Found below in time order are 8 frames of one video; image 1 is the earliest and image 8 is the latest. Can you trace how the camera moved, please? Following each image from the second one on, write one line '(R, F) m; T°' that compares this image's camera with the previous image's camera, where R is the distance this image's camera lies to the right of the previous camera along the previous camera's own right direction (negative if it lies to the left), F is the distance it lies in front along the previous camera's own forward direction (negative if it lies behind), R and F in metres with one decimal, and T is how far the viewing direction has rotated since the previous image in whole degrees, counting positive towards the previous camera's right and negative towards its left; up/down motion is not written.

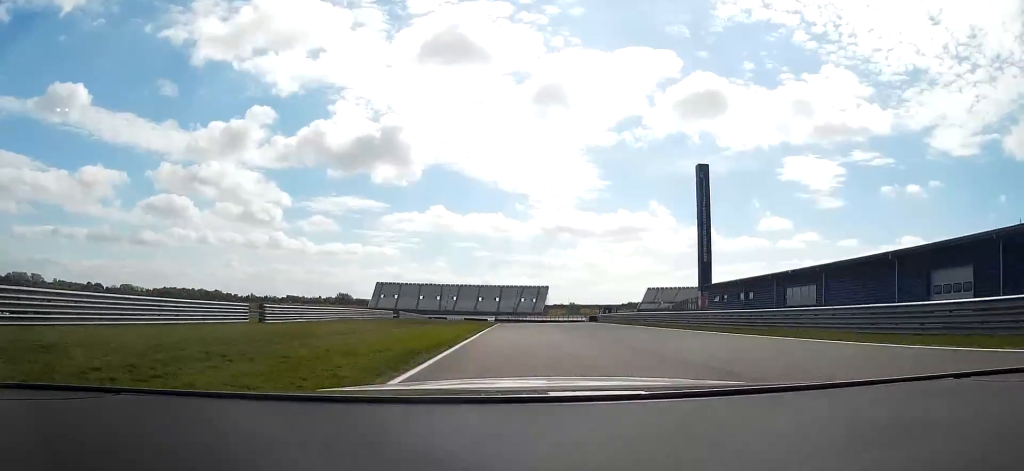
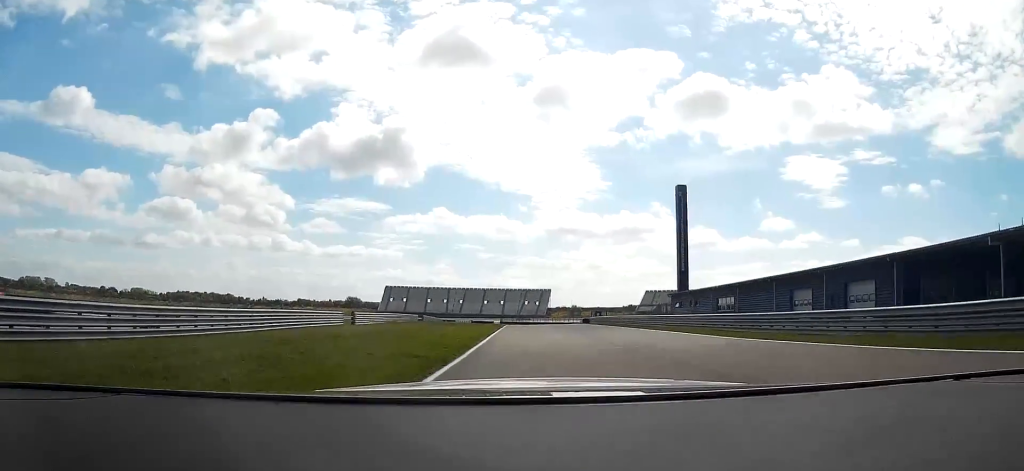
(-0.2, +20.8) m; -1°
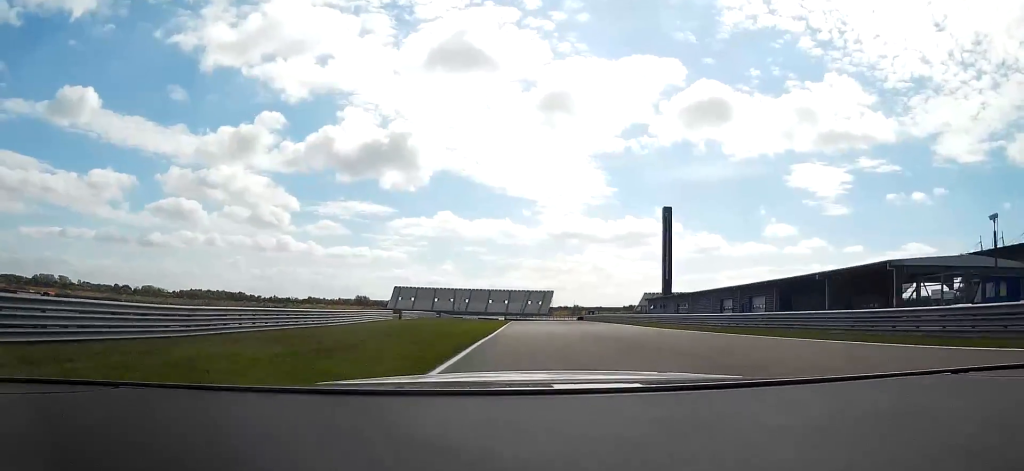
(-0.1, +20.7) m; 0°
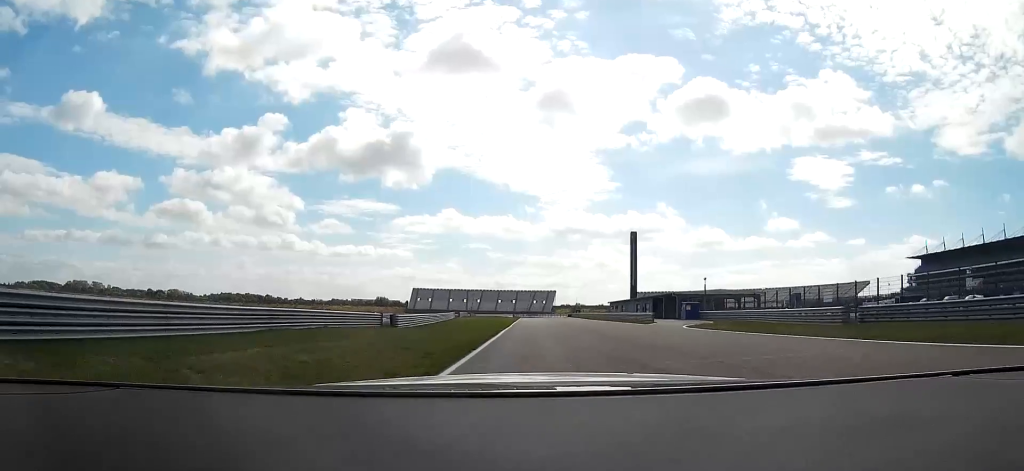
(0.0, +63.7) m; 0°
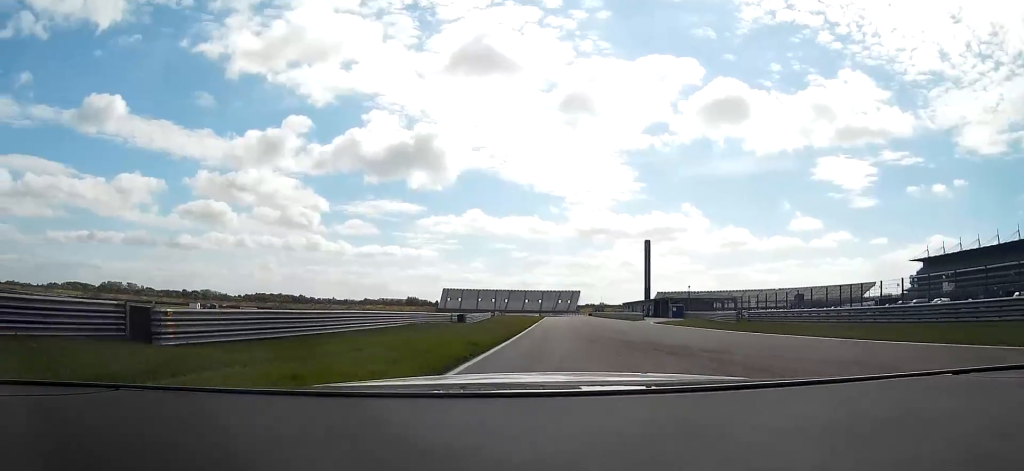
(-0.3, +29.1) m; -5°
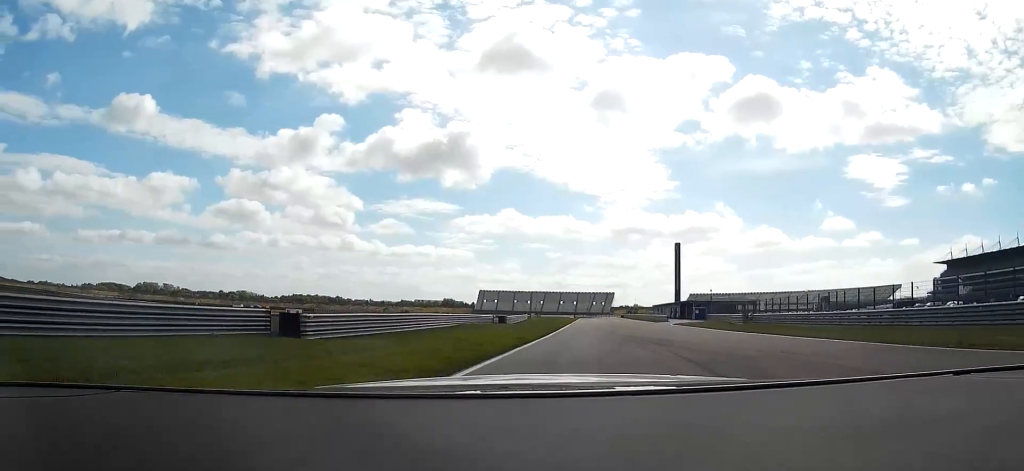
(+0.6, +10.8) m; -4°
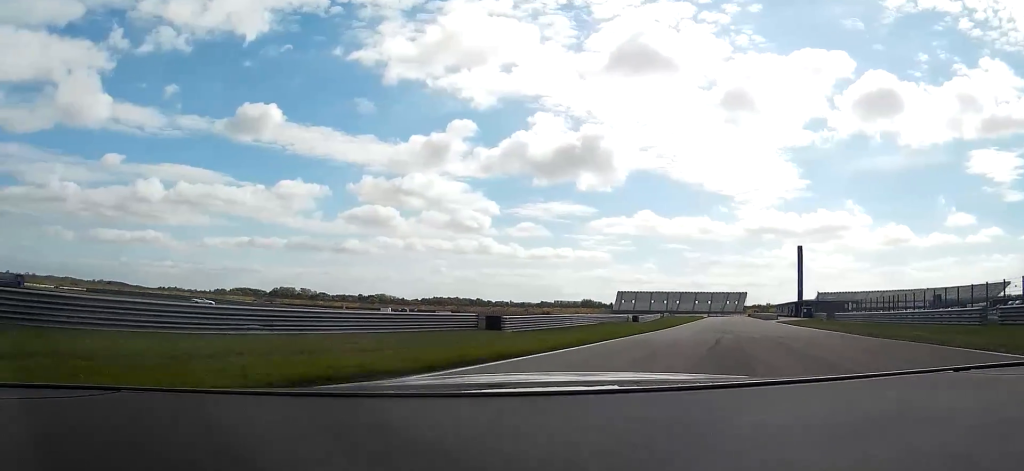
(-2.3, +18.1) m; -19°
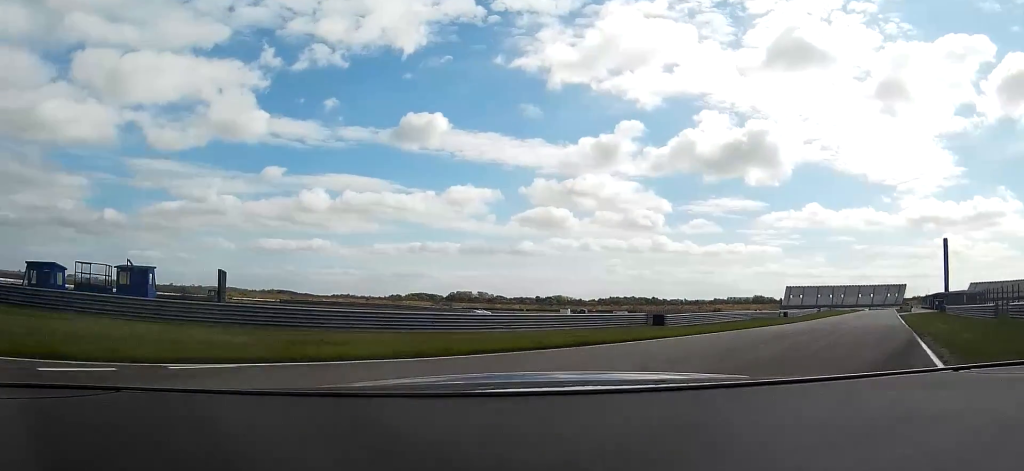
(-3.9, +17.1) m; -14°
